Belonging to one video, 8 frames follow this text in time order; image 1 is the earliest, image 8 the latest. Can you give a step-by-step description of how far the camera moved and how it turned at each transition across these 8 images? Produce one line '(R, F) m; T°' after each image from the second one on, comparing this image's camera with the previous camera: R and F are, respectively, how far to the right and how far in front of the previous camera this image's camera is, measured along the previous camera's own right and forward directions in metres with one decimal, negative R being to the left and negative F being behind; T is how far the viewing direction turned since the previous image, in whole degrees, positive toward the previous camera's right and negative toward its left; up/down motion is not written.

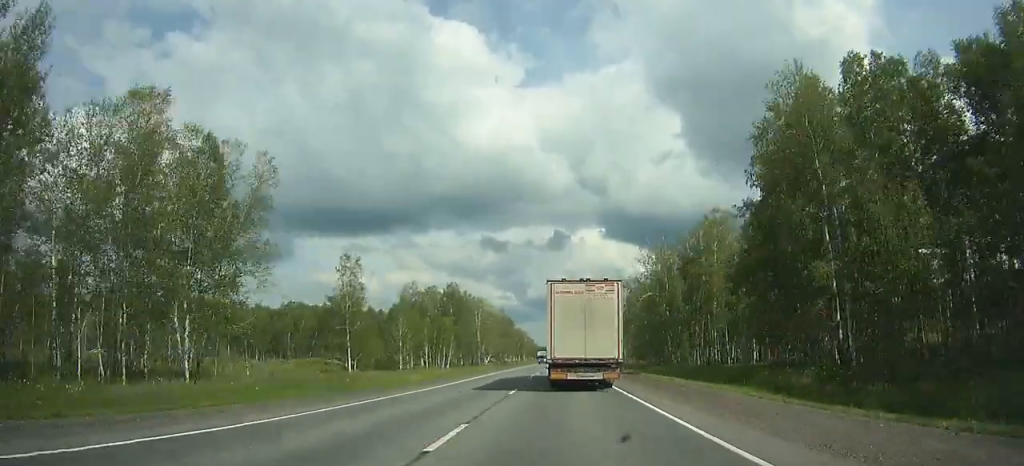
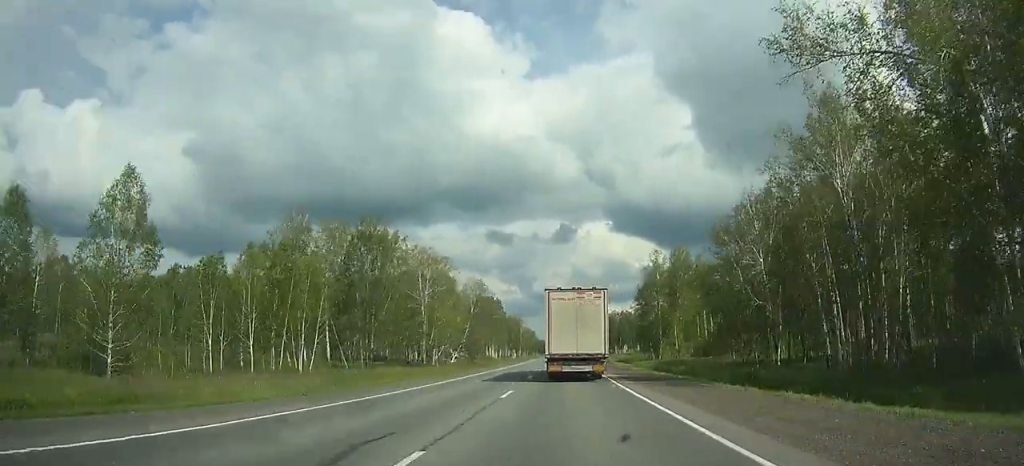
(+0.2, +76.4) m; 0°
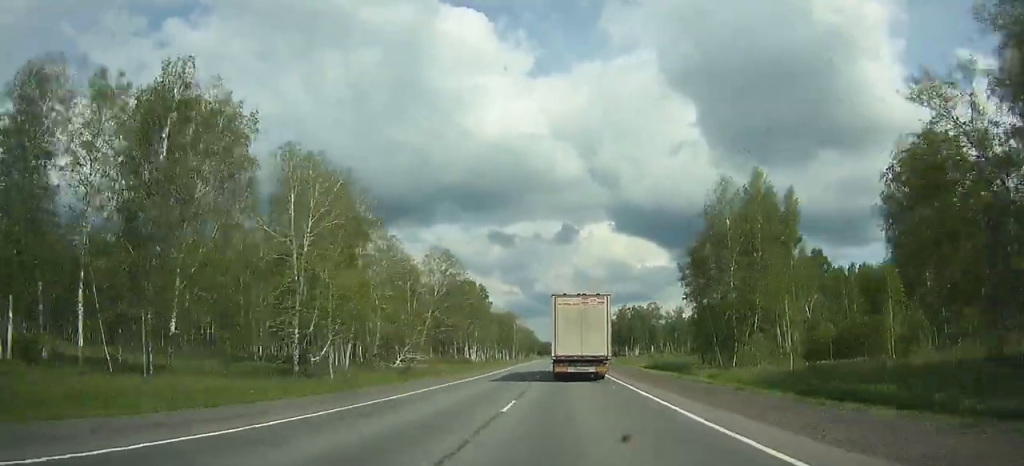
(0.0, +52.3) m; 0°
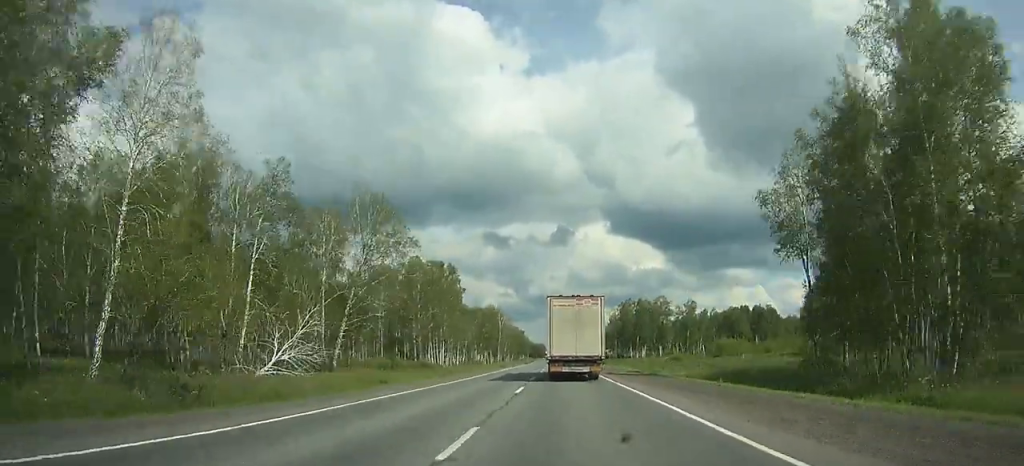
(+0.1, +44.2) m; 0°
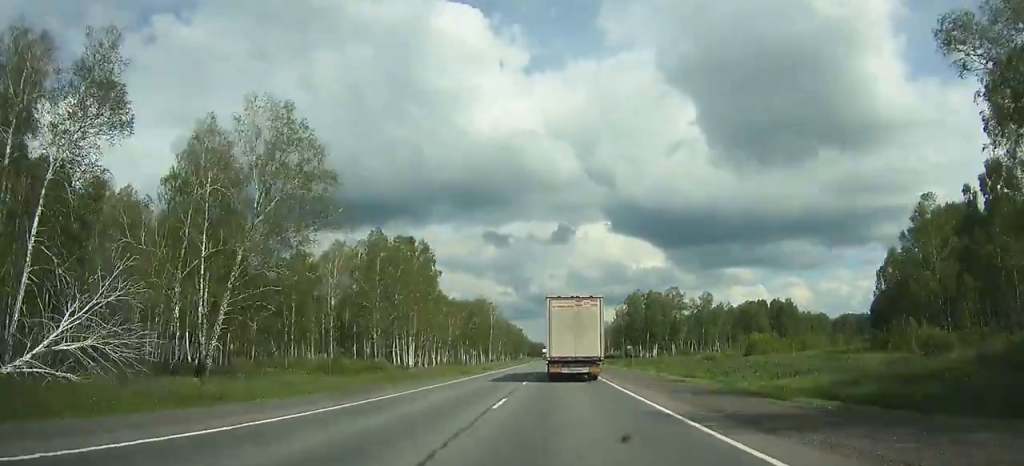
(-0.1, +28.7) m; 0°
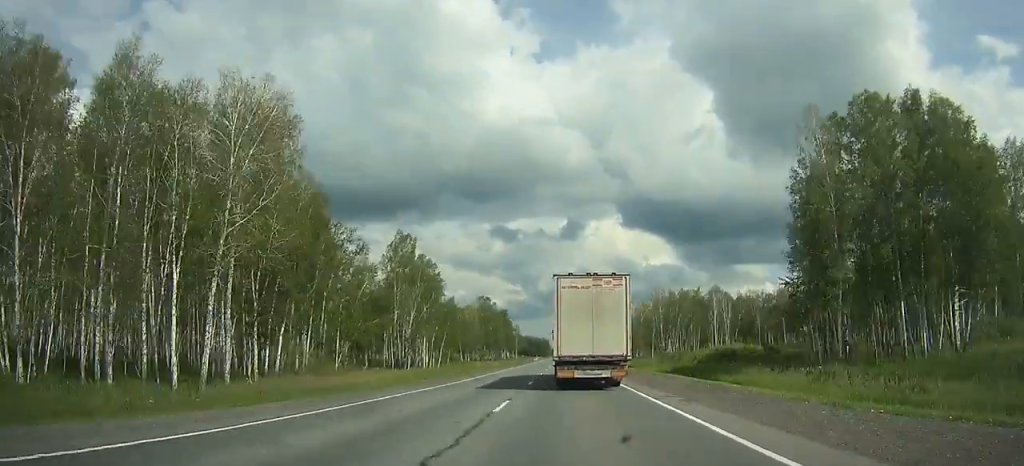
(-0.8, +163.6) m; -1°
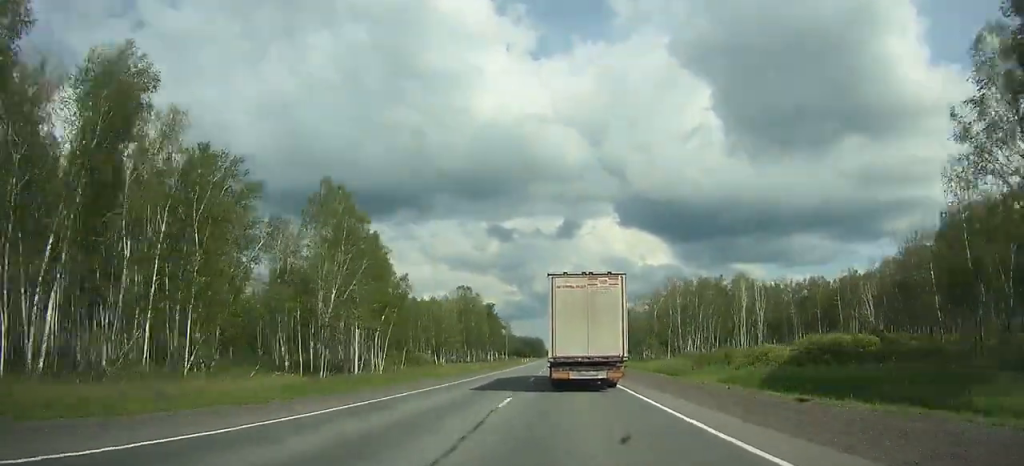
(0.0, +36.2) m; 0°
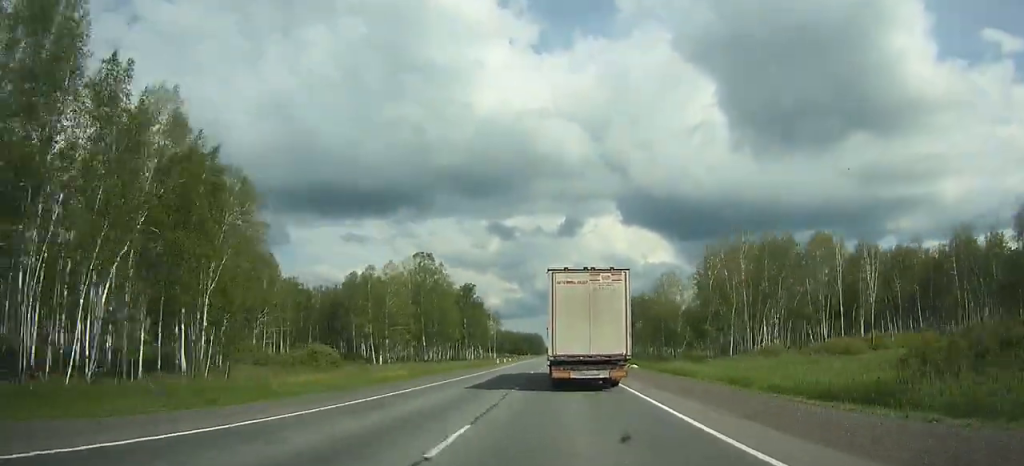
(0.0, +57.0) m; 0°
